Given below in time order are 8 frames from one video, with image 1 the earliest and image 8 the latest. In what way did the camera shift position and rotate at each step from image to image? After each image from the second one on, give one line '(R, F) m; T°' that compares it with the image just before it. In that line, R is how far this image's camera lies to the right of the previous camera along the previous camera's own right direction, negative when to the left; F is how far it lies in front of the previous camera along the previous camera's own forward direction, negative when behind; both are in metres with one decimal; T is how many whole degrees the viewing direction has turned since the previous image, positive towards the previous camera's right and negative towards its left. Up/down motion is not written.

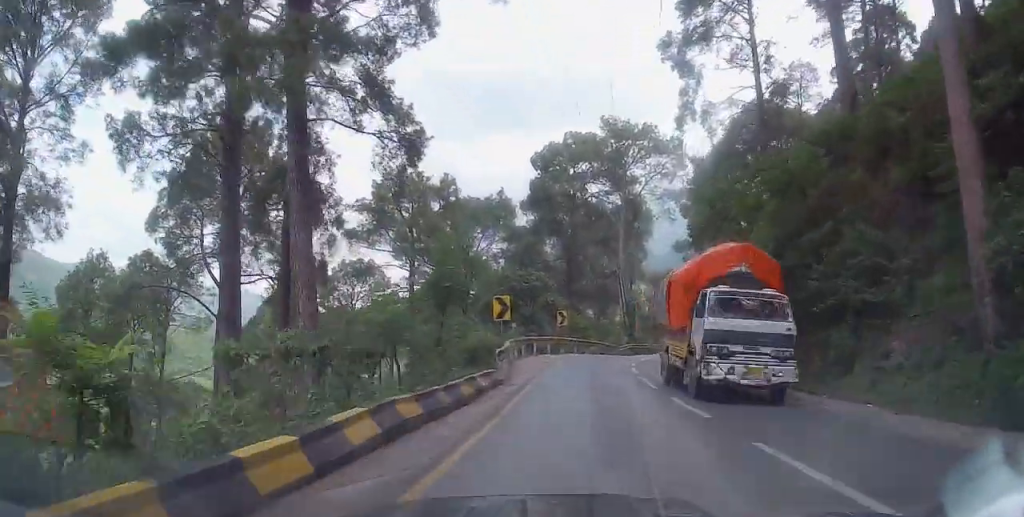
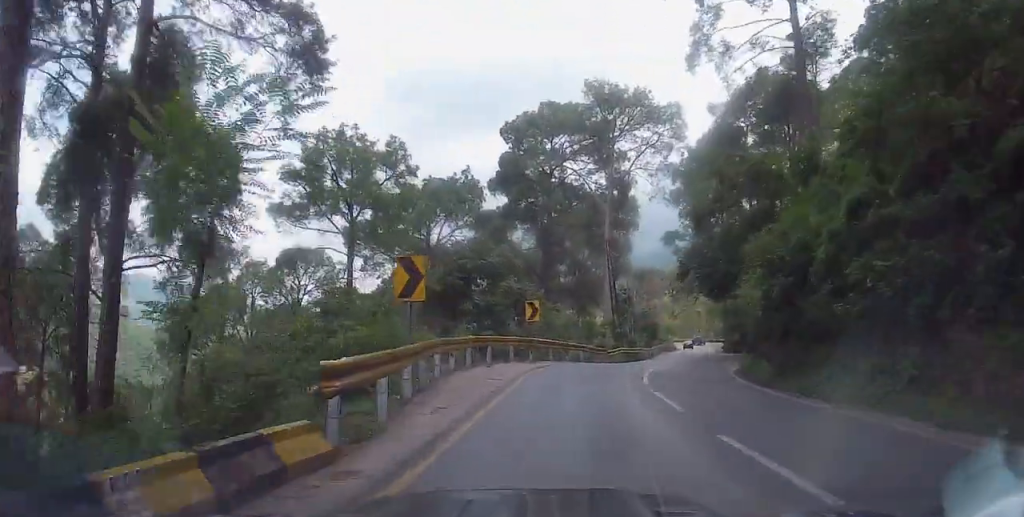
(0.0, +11.6) m; +2°
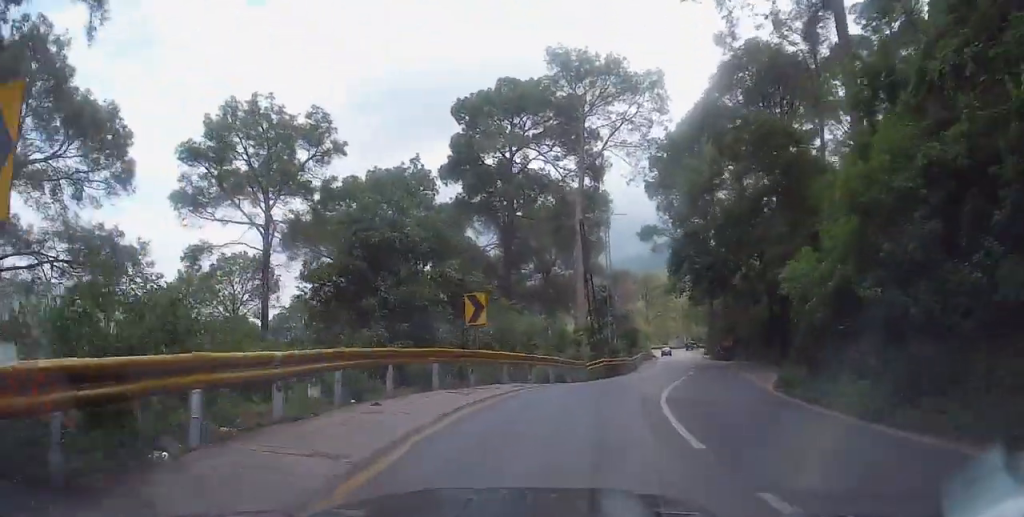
(+0.2, +9.3) m; +4°
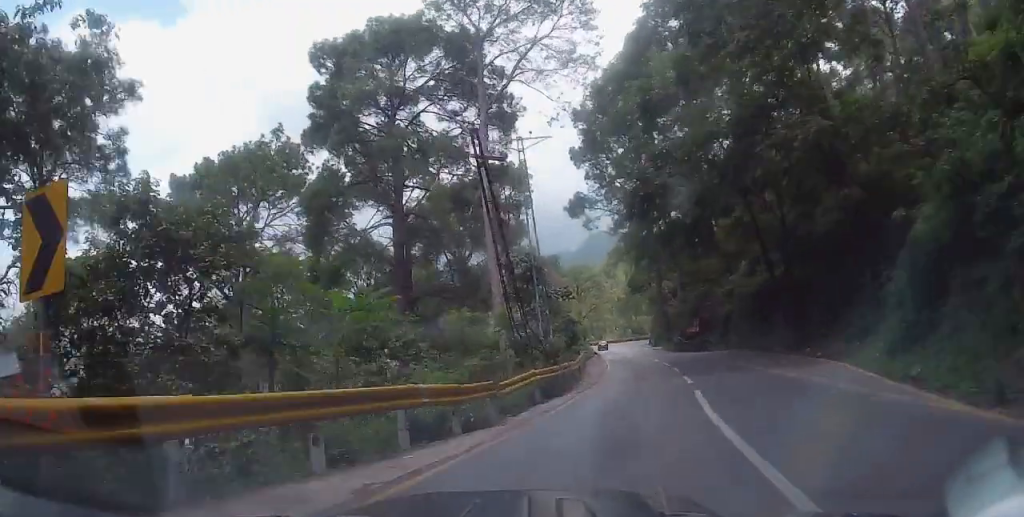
(+0.9, +14.0) m; -2°
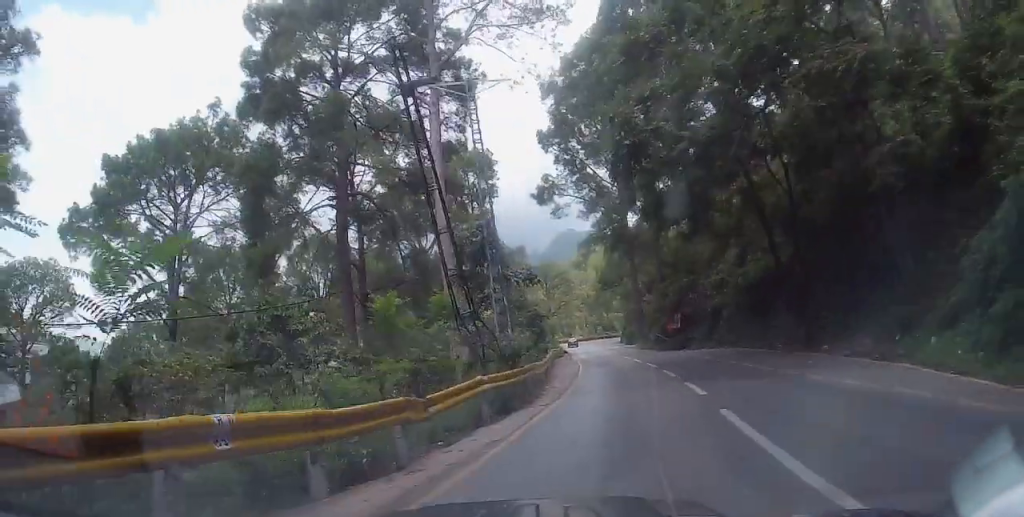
(0.0, +4.6) m; 0°
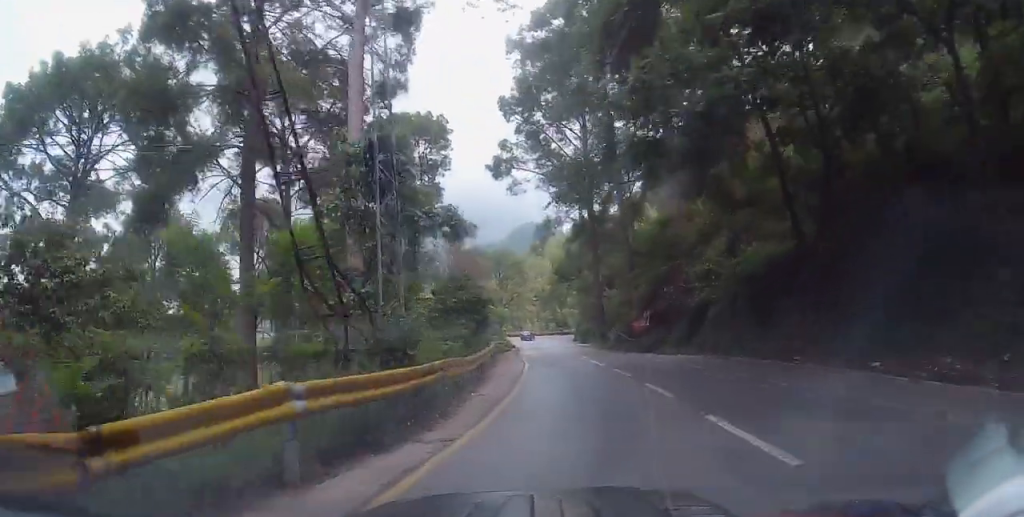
(-1.5, +5.8) m; +6°
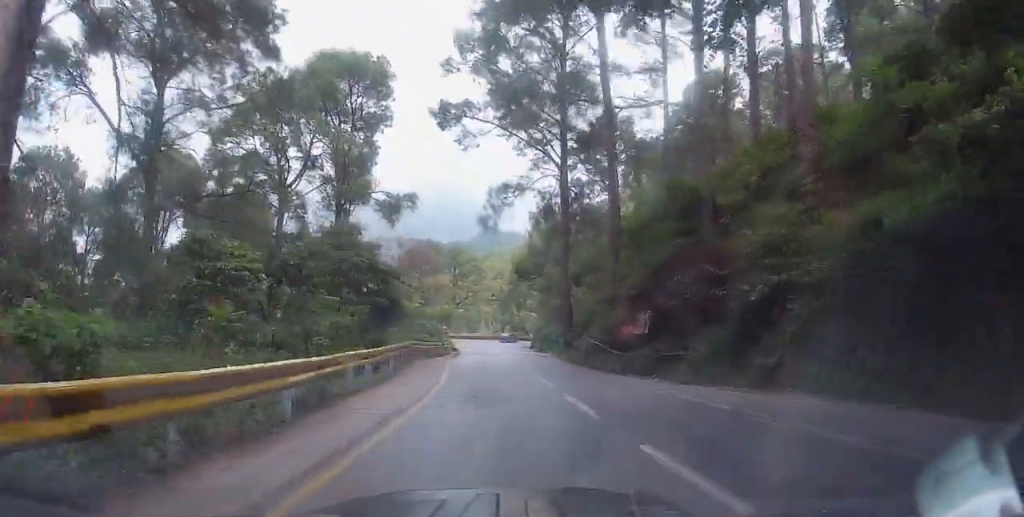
(+3.5, +14.2) m; +16°
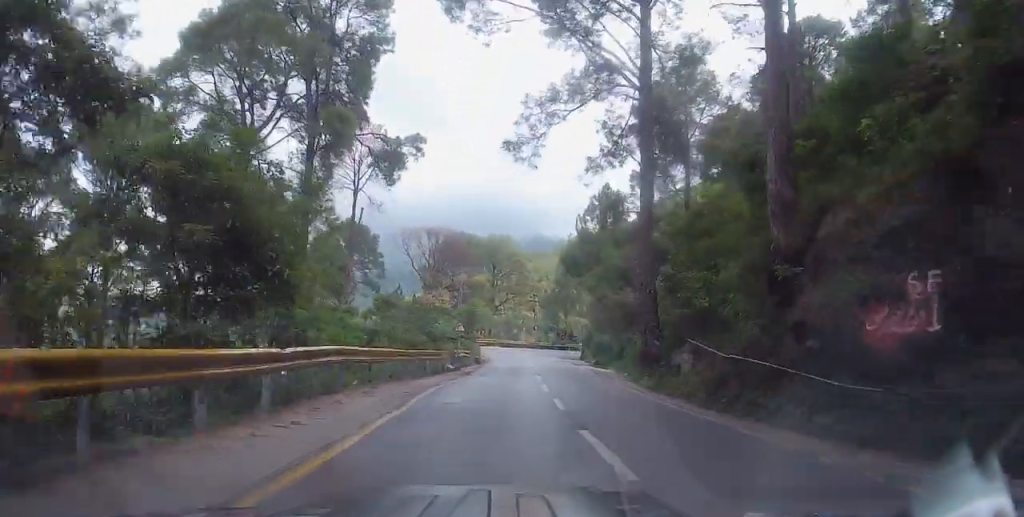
(-1.3, +17.0) m; -10°
